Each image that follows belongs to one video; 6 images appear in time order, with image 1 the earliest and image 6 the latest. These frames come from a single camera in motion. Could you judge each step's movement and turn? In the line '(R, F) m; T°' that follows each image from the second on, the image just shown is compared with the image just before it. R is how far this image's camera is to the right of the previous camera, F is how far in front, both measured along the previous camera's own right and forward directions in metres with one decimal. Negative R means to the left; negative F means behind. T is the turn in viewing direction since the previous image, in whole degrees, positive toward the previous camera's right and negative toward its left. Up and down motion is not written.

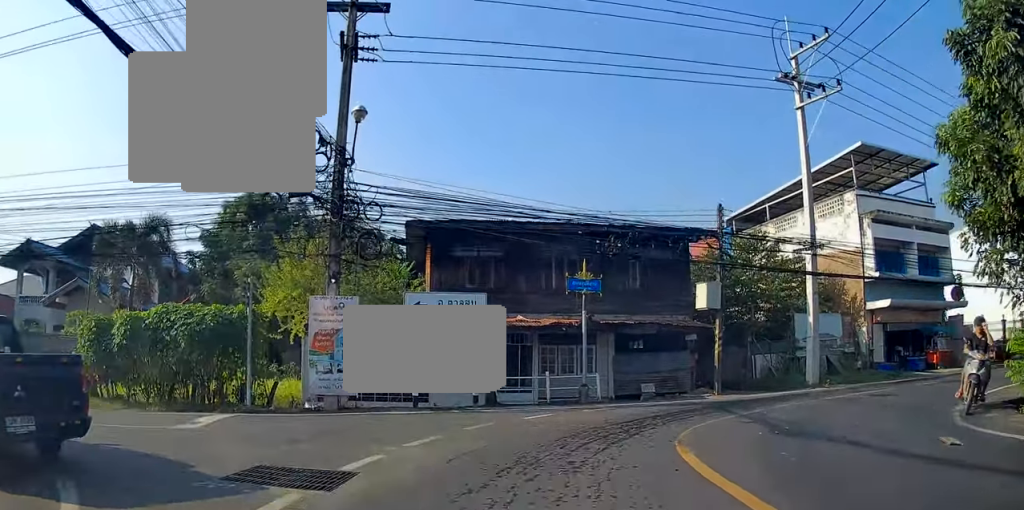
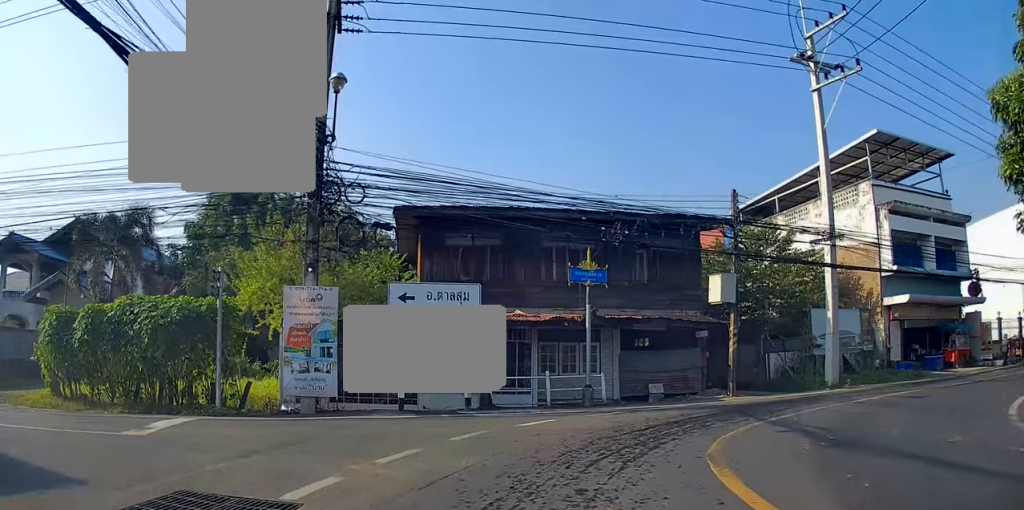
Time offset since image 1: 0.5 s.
(-0.1, +1.8) m; -1°
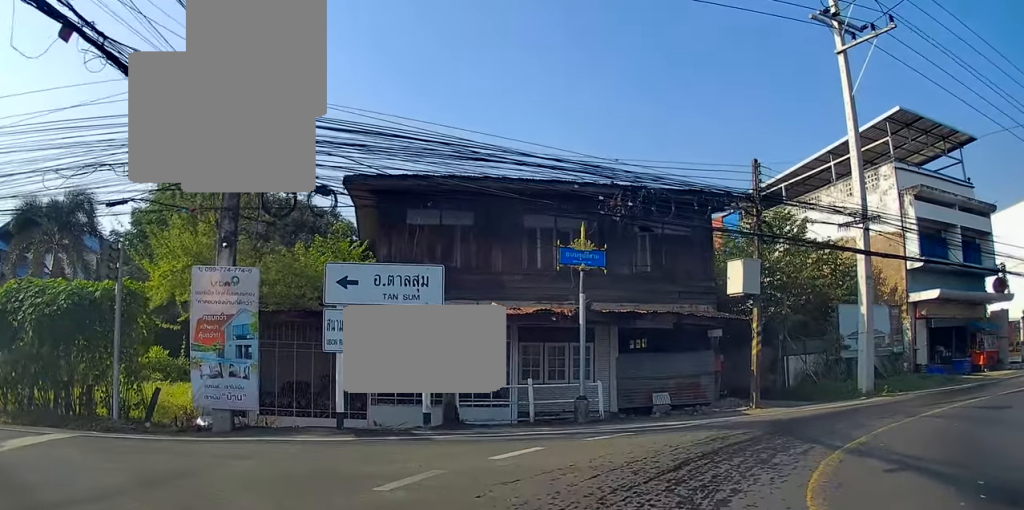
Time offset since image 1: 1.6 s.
(-0.1, +4.3) m; +8°
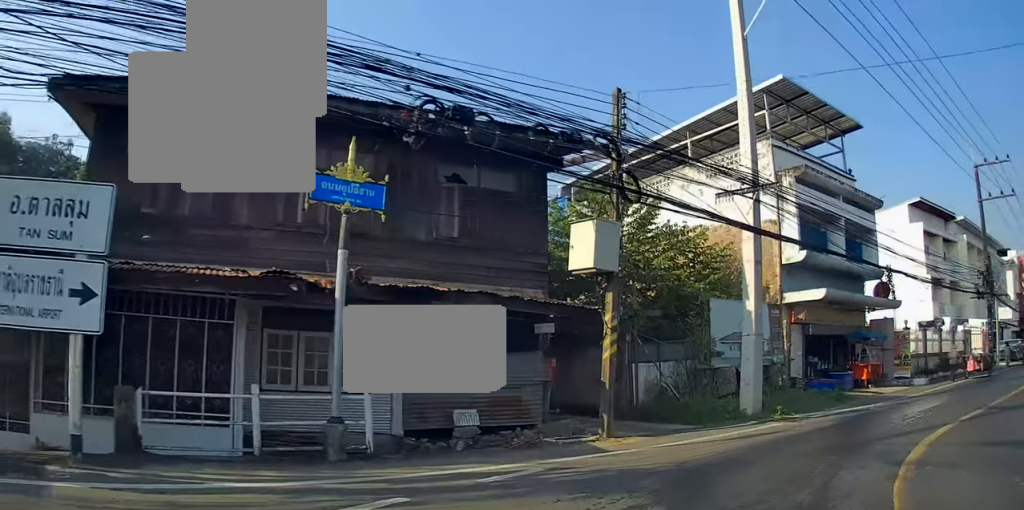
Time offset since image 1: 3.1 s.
(+0.7, +5.5) m; +12°
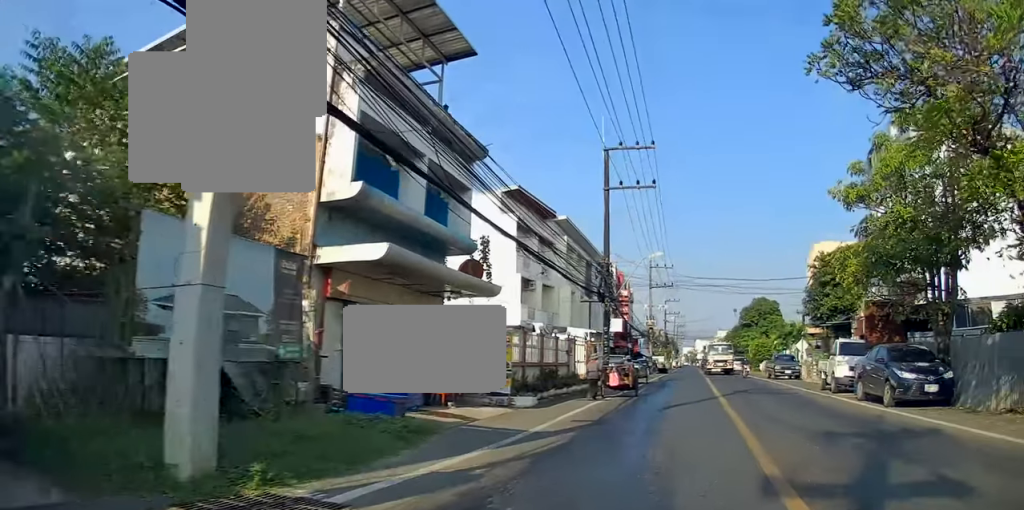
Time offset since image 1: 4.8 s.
(+2.2, +5.7) m; +36°
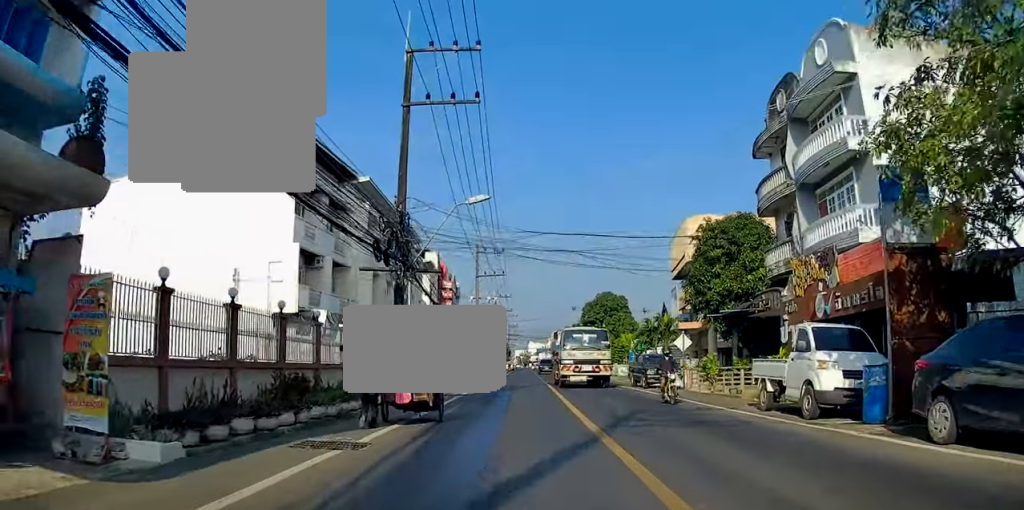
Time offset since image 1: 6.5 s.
(+0.9, +7.7) m; +7°
